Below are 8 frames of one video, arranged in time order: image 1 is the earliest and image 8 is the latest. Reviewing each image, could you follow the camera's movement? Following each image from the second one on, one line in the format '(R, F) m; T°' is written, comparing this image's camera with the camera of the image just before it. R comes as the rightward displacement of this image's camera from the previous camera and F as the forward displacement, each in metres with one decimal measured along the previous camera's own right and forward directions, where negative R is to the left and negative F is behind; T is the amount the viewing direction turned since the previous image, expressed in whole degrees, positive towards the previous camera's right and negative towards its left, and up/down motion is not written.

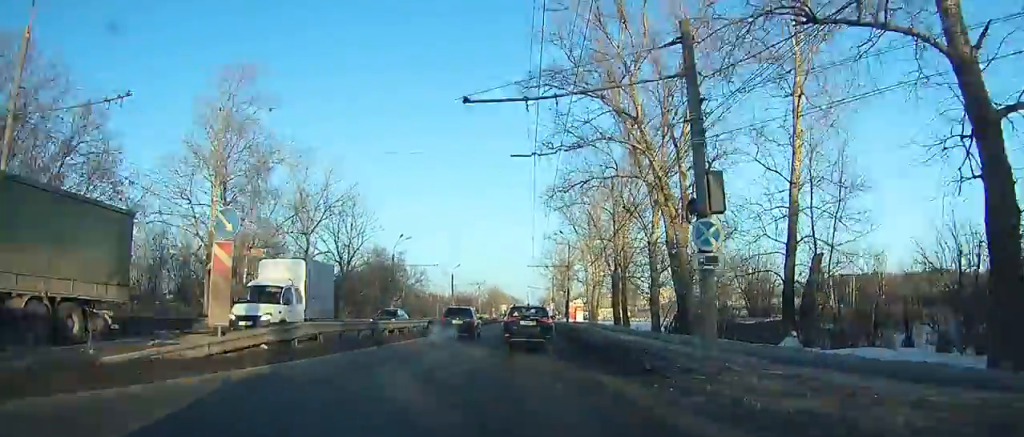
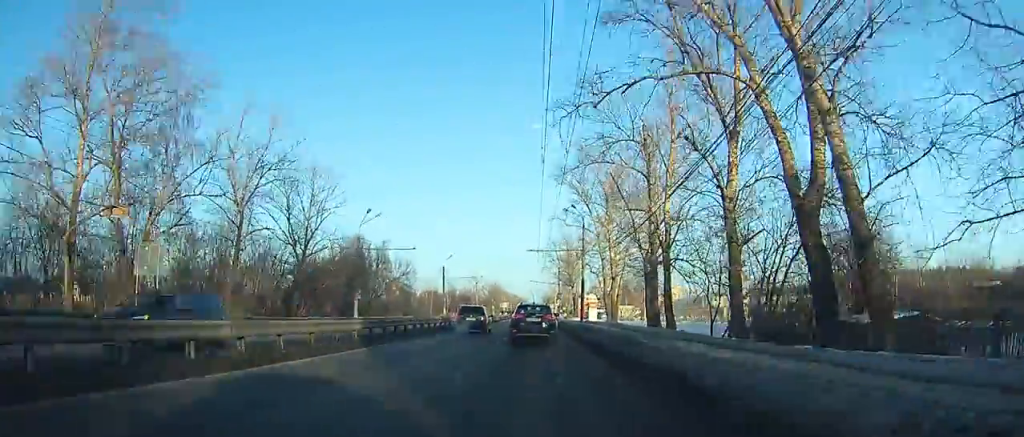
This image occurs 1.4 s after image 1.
(+0.3, +13.2) m; -1°
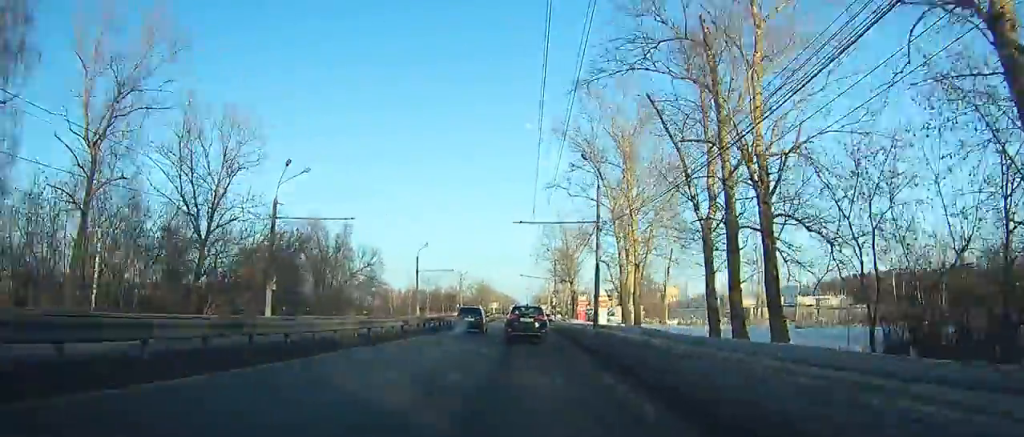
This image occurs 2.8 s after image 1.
(-0.6, +17.0) m; 0°
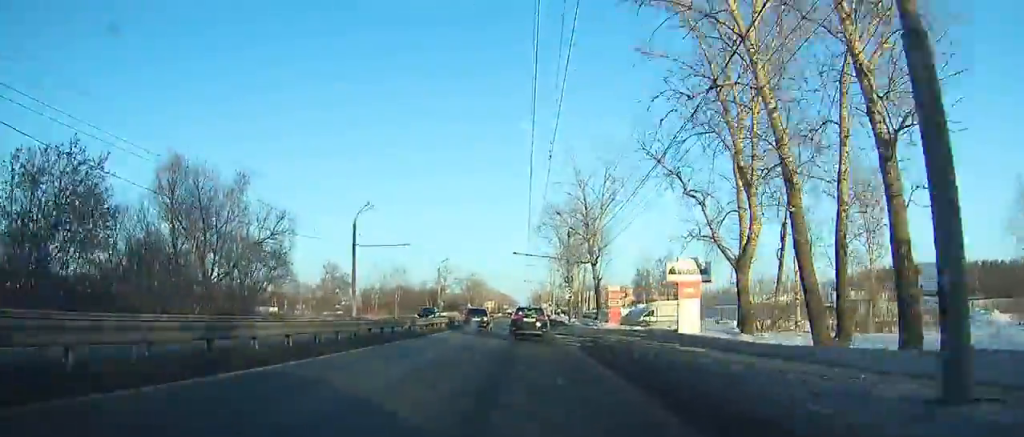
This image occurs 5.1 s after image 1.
(-0.3, +29.8) m; 0°
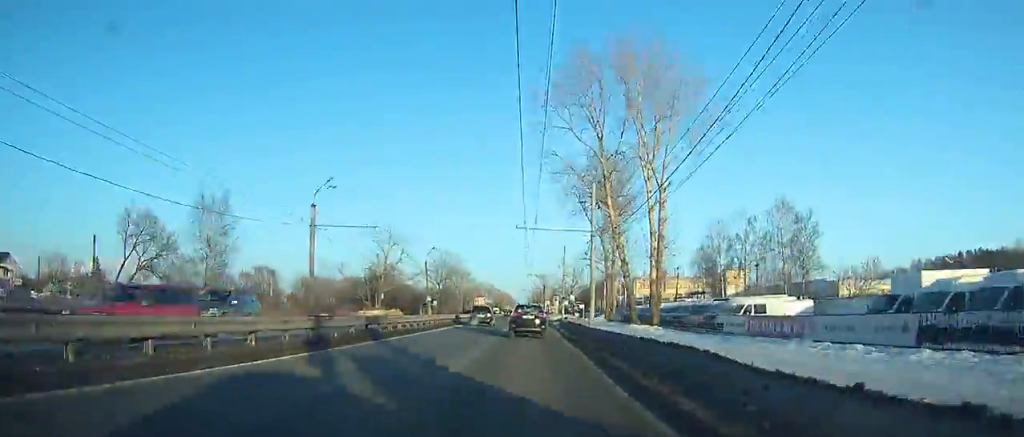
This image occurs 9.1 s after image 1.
(+0.9, +61.5) m; +1°
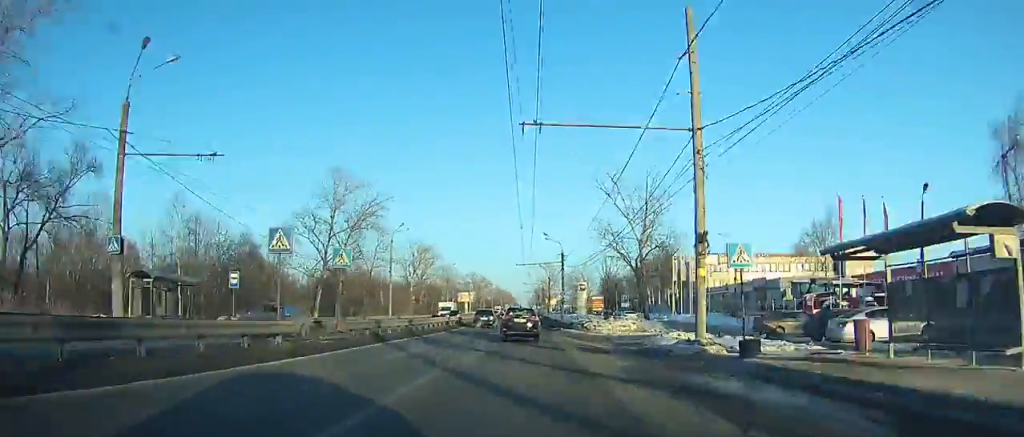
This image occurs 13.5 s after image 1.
(+0.2, +75.6) m; 0°
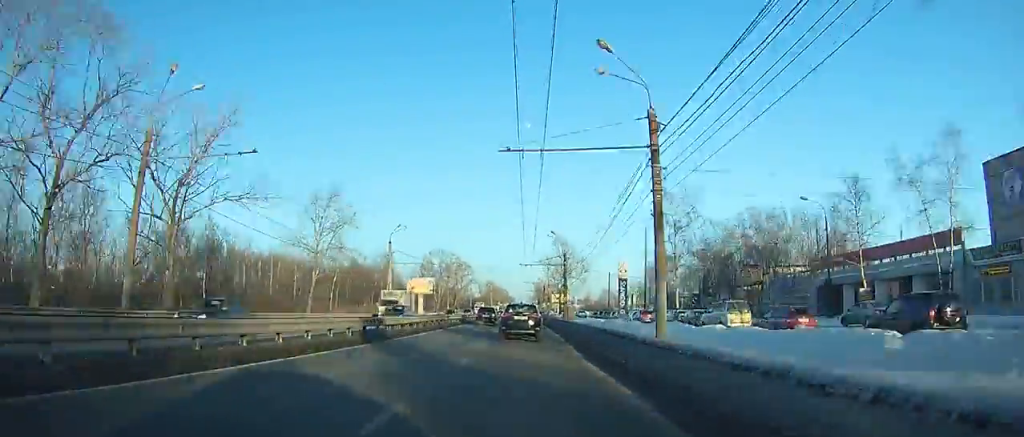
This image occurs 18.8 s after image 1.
(-0.2, +96.4) m; 0°
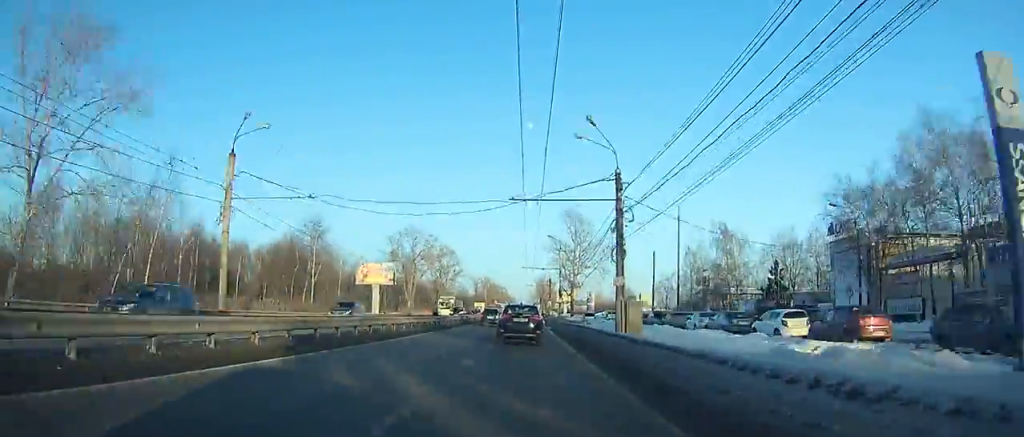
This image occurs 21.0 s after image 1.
(-0.1, +40.1) m; 0°
